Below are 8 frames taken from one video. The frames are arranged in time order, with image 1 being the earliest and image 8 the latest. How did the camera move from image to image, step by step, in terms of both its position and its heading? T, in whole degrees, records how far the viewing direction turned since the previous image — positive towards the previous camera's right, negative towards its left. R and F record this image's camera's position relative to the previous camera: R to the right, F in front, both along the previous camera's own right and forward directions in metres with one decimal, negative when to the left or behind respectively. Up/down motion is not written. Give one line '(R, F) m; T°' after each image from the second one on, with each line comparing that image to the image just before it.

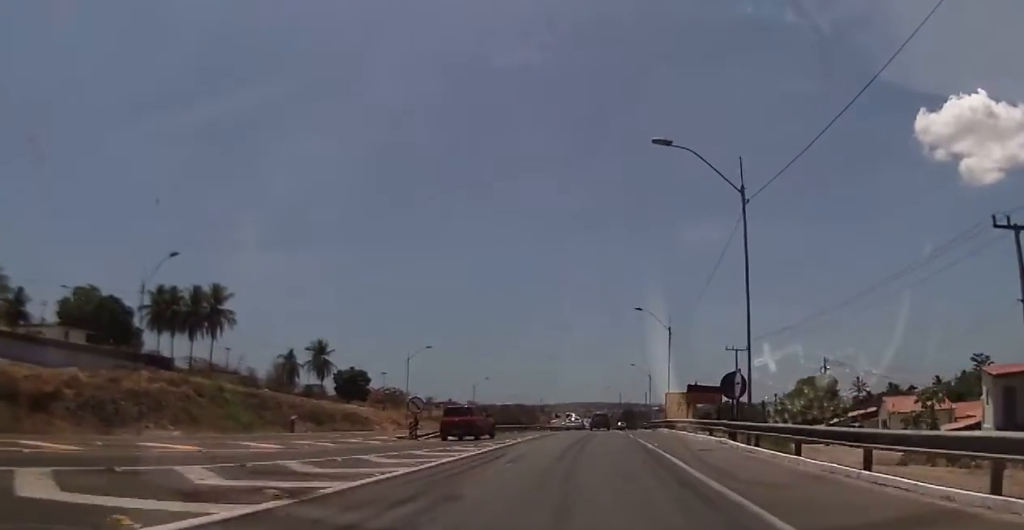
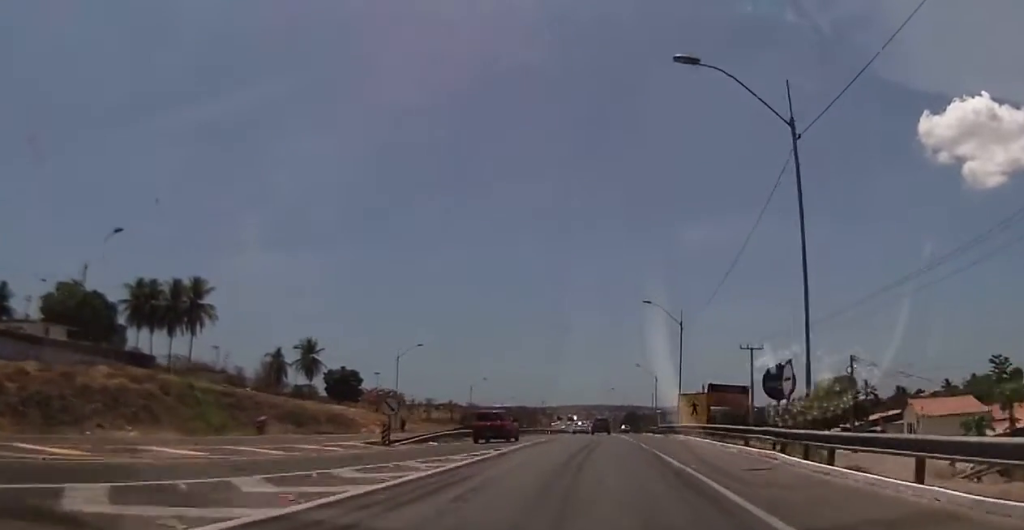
(0.0, +6.2) m; 0°
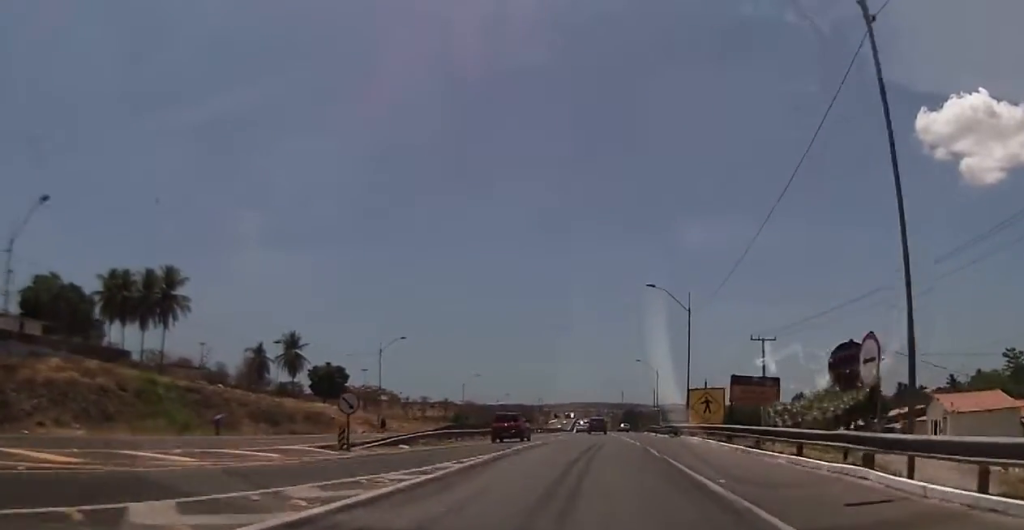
(0.0, +5.8) m; 0°
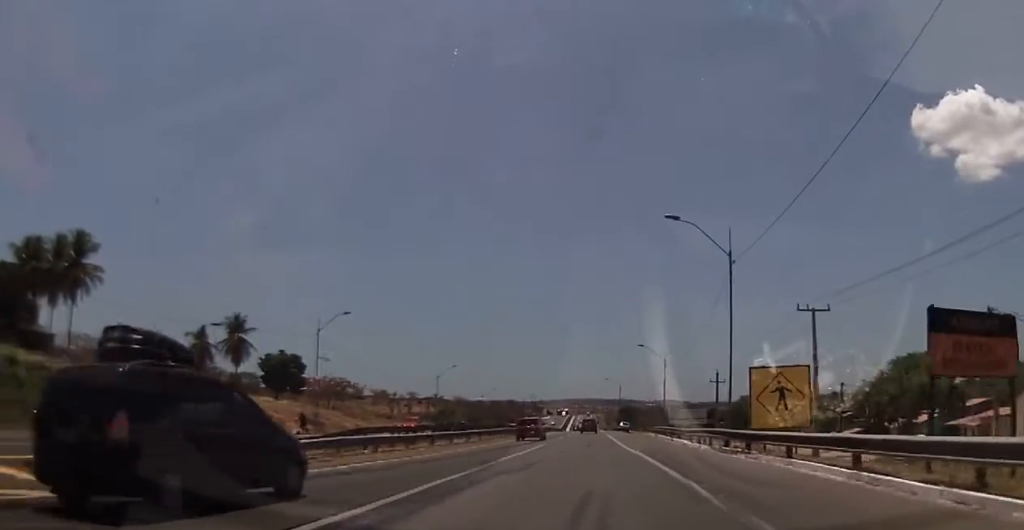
(0.0, +16.2) m; 0°
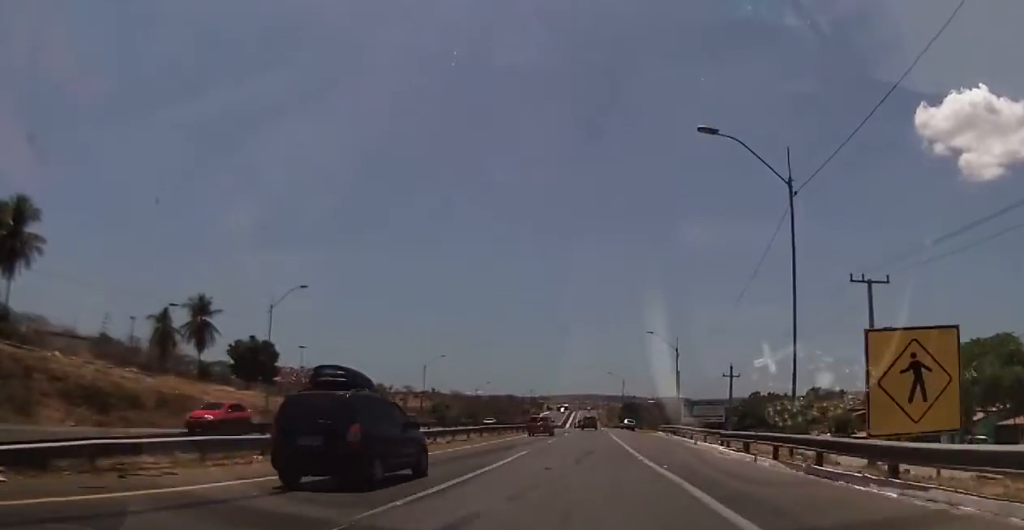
(0.0, +9.2) m; 0°
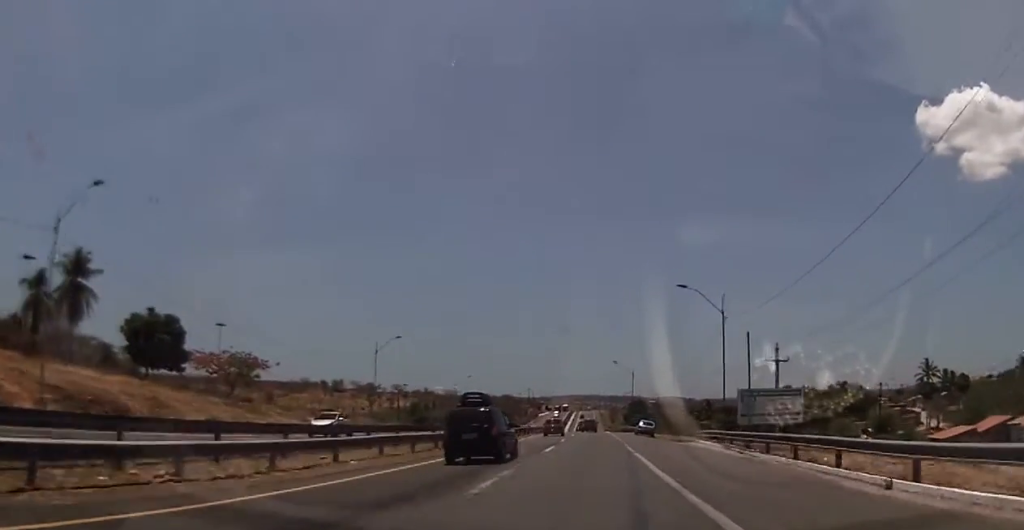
(0.0, +21.9) m; 0°
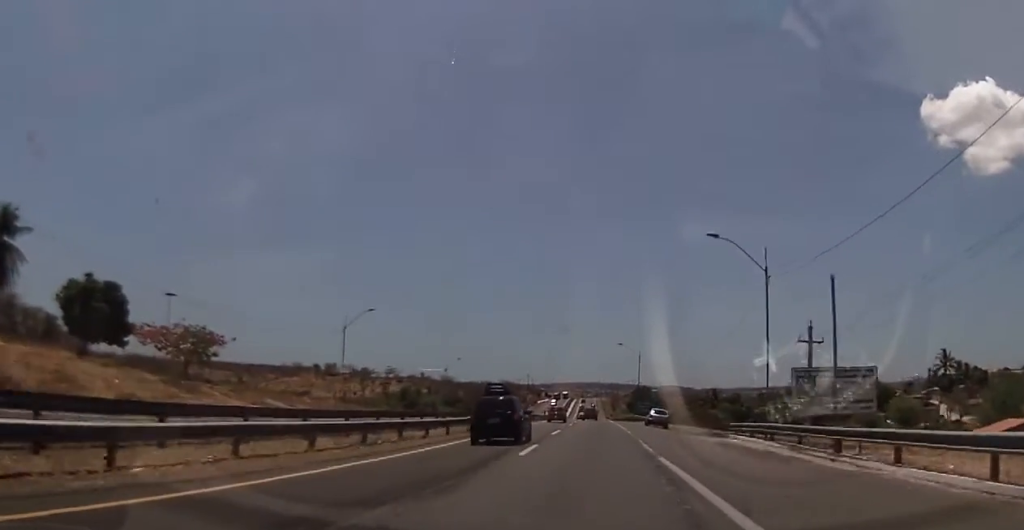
(0.0, +9.9) m; 0°
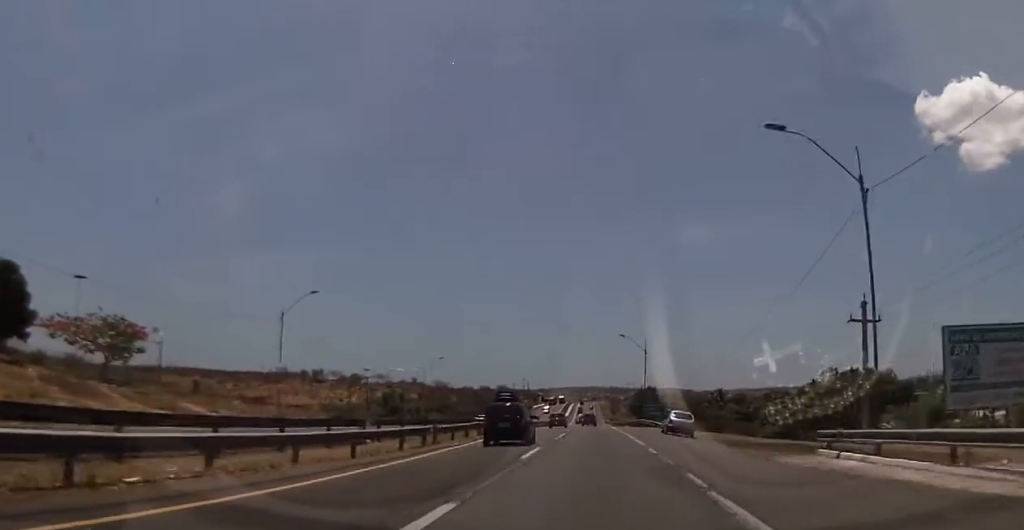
(0.0, +12.5) m; 0°
